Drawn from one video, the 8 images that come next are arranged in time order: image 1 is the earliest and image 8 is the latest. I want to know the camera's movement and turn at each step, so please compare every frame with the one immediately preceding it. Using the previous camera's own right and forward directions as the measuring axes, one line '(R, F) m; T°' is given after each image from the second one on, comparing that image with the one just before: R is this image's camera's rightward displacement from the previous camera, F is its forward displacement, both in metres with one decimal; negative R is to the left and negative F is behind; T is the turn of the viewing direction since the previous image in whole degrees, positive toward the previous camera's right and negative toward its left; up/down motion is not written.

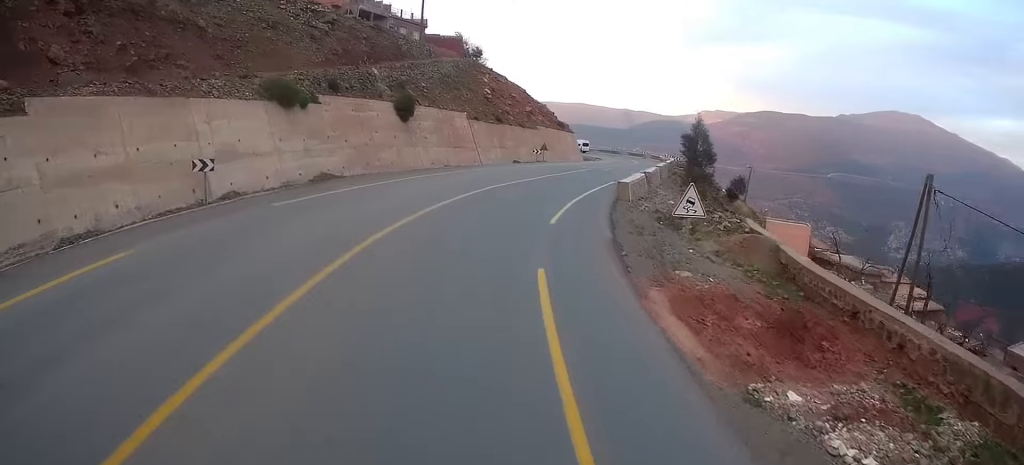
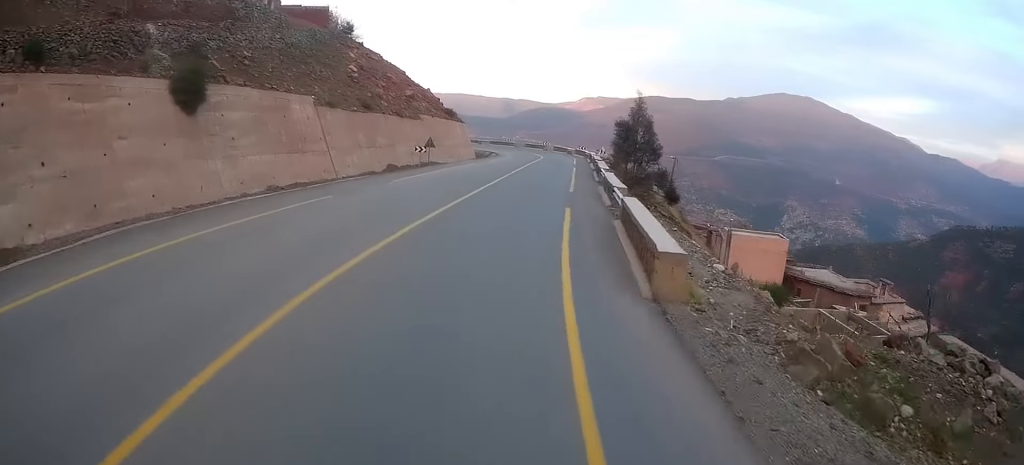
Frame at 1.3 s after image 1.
(+1.4, +17.1) m; +9°
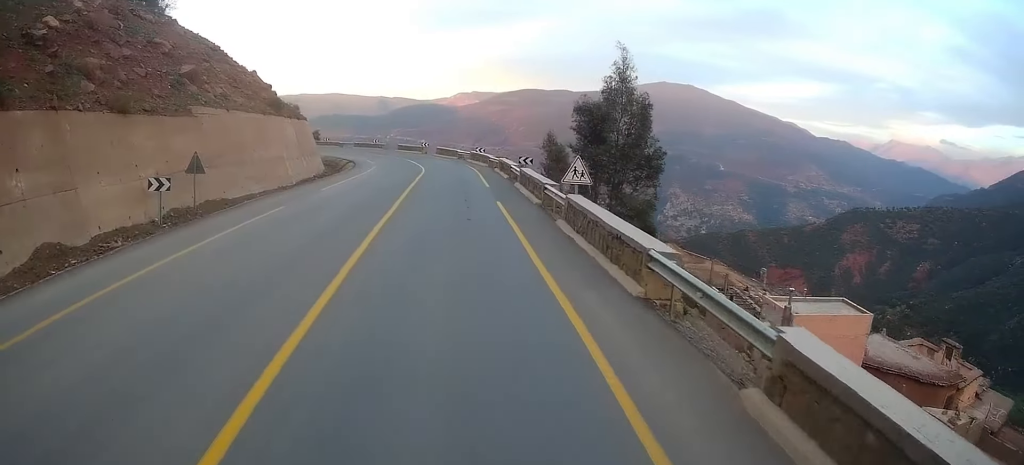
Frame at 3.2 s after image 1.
(+2.0, +24.6) m; +7°
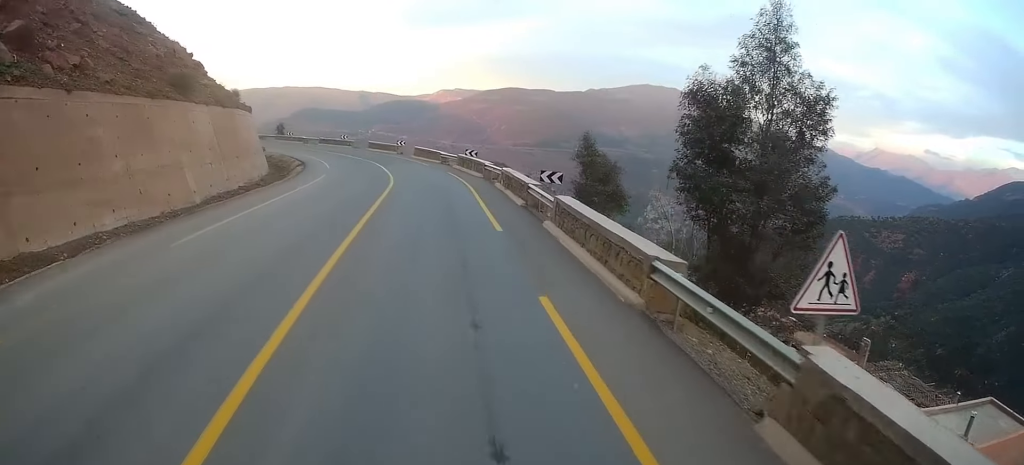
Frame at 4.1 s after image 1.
(+0.4, +12.4) m; +1°
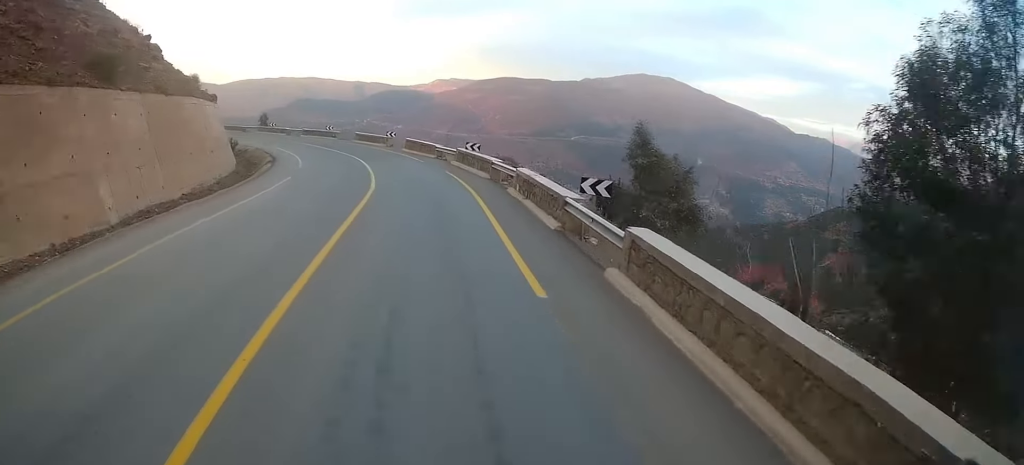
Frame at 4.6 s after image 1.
(+0.1, +6.5) m; -1°
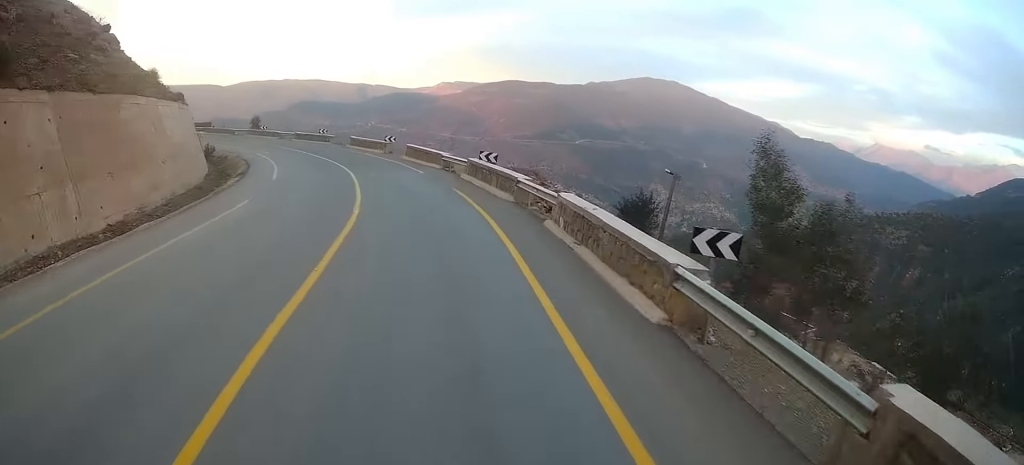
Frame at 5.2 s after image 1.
(-0.1, +6.4) m; -2°
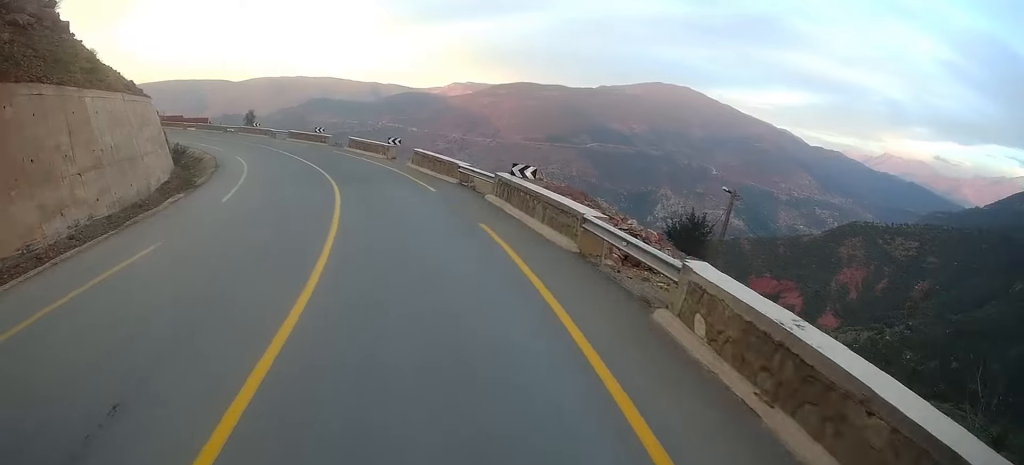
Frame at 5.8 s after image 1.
(-0.2, +7.4) m; -2°
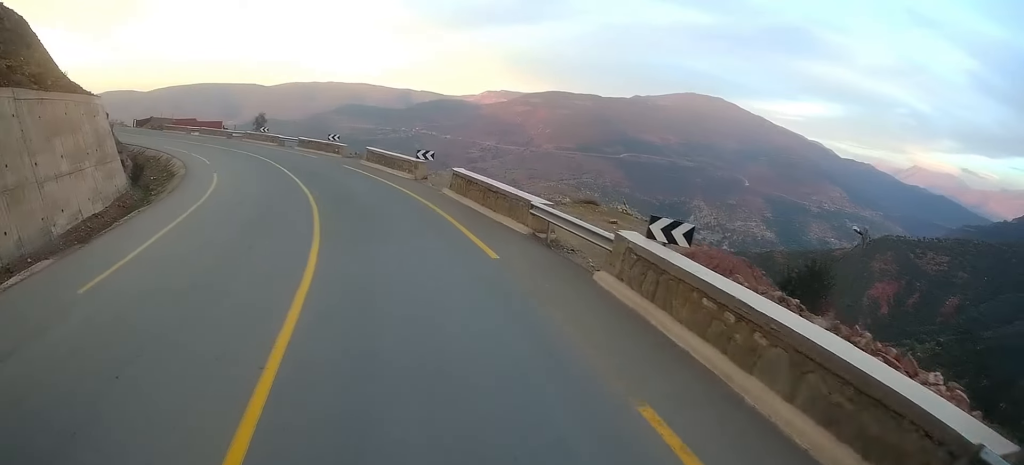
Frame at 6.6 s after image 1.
(-0.1, +9.8) m; -5°
